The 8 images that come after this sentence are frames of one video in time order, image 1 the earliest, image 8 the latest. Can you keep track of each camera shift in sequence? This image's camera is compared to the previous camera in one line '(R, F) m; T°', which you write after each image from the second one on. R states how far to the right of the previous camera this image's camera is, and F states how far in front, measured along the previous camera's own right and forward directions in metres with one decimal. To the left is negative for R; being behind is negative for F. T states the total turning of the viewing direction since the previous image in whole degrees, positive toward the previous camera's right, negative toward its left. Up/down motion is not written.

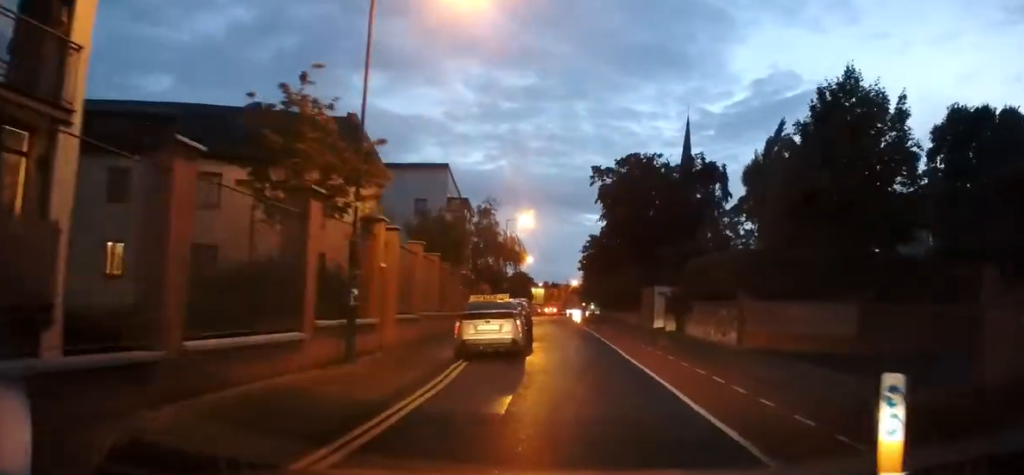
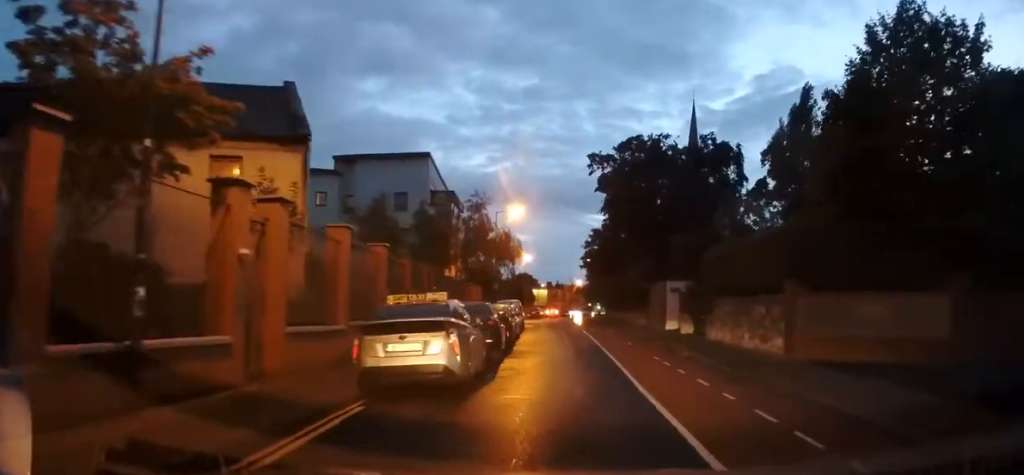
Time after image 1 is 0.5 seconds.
(+0.1, +6.0) m; -2°
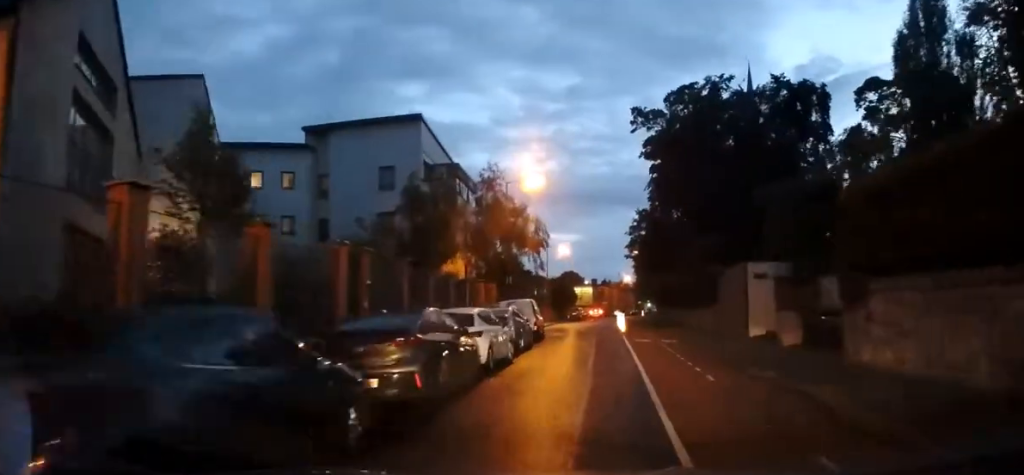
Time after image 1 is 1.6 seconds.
(-0.6, +12.2) m; -4°
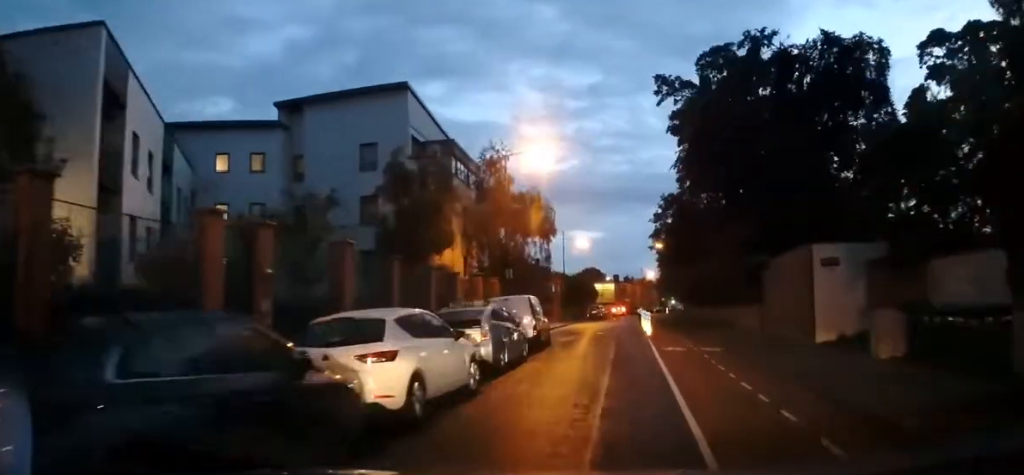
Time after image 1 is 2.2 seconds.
(0.0, +6.2) m; -2°
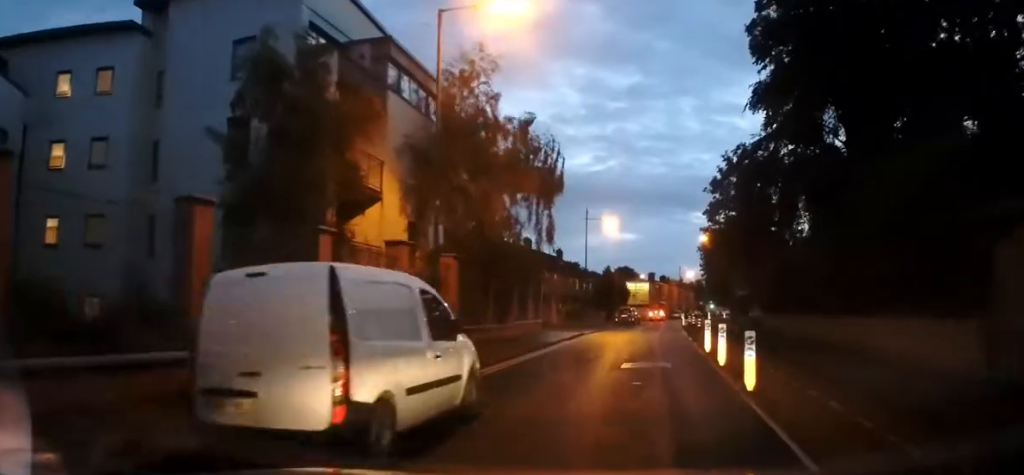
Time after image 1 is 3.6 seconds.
(-0.7, +14.9) m; -4°
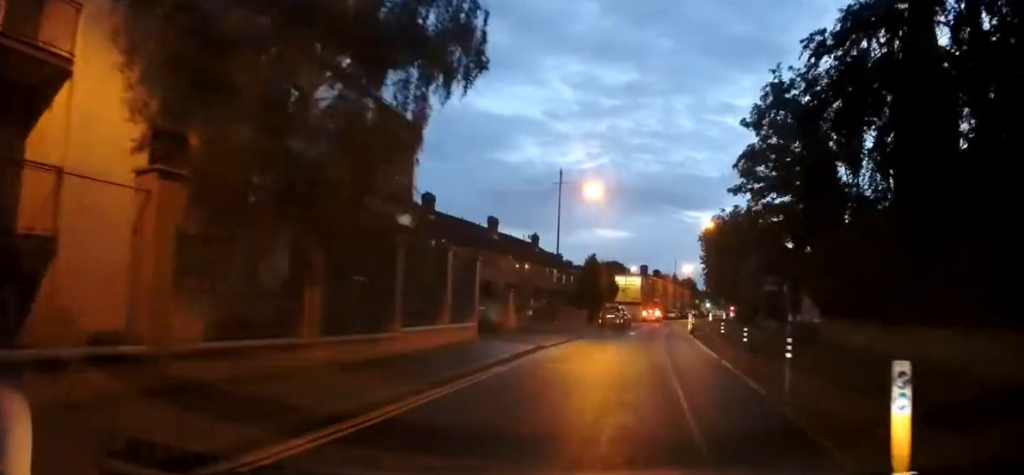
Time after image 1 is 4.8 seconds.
(+0.2, +12.9) m; +3°
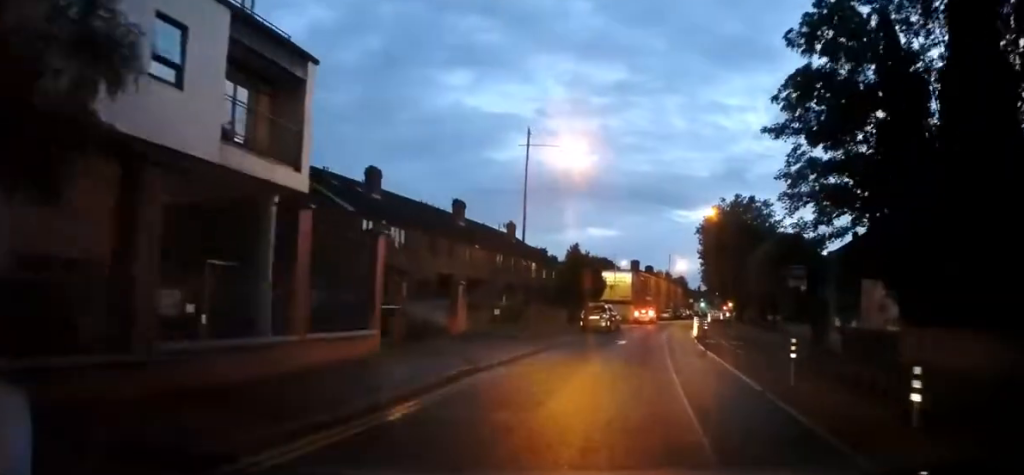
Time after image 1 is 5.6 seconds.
(+0.3, +8.1) m; +1°
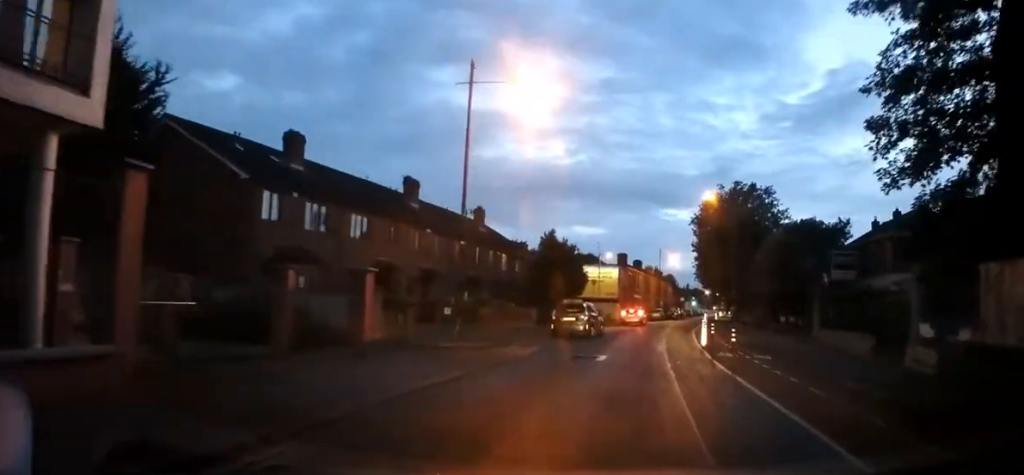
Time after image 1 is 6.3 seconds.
(-0.3, +7.8) m; -1°
